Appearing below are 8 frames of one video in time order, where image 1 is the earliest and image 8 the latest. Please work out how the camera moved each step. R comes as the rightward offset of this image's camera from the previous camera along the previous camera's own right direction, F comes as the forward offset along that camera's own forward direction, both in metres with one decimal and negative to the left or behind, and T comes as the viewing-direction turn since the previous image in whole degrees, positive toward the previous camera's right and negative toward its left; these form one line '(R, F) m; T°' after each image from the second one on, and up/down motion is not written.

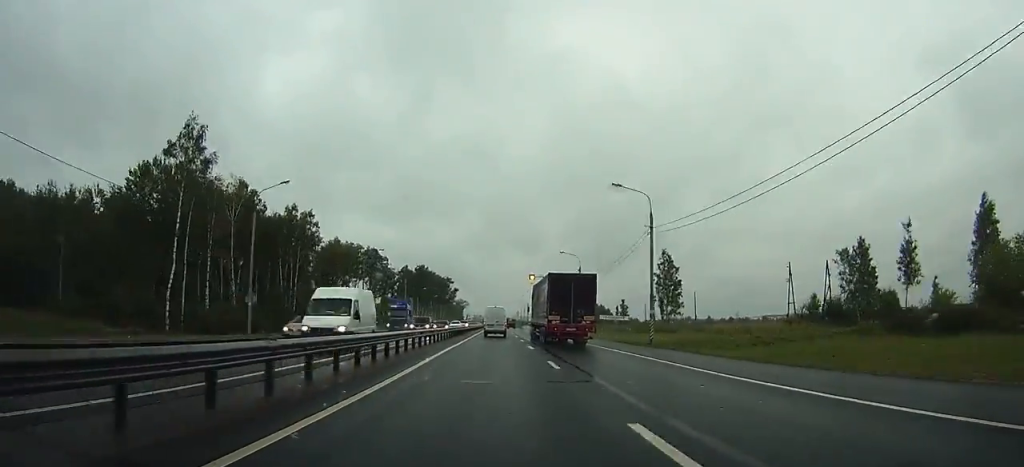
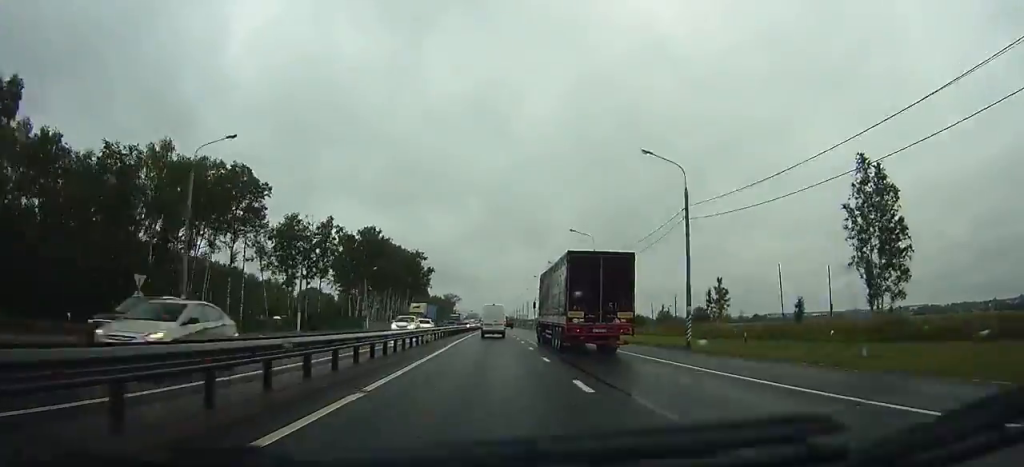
(0.0, +89.1) m; 0°
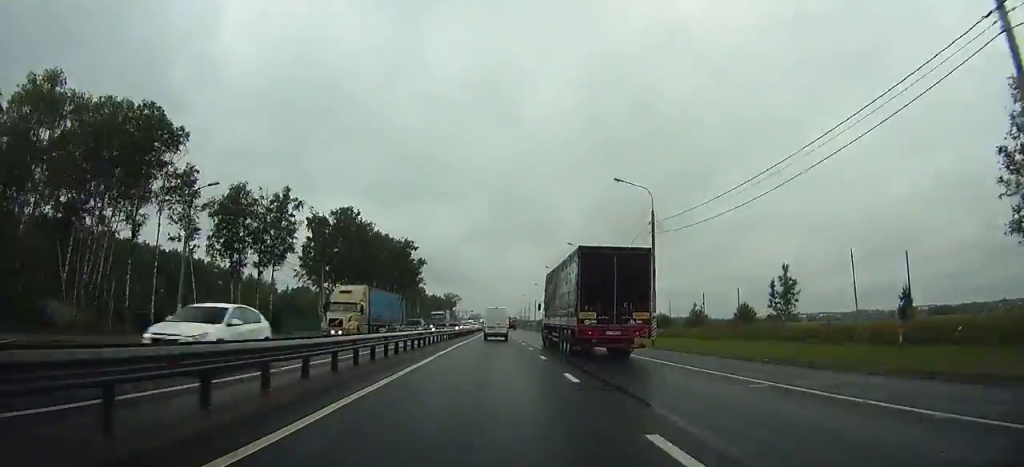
(0.0, +24.7) m; 0°
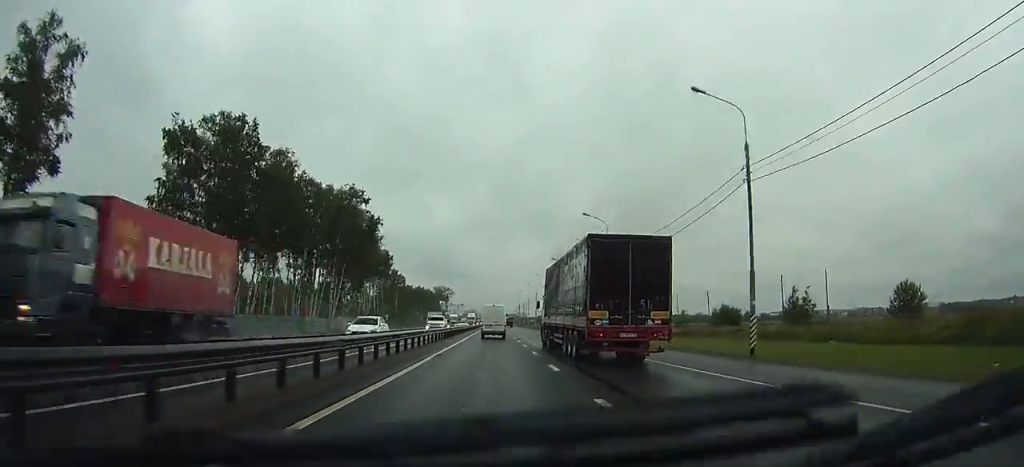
(+0.2, +47.7) m; 0°
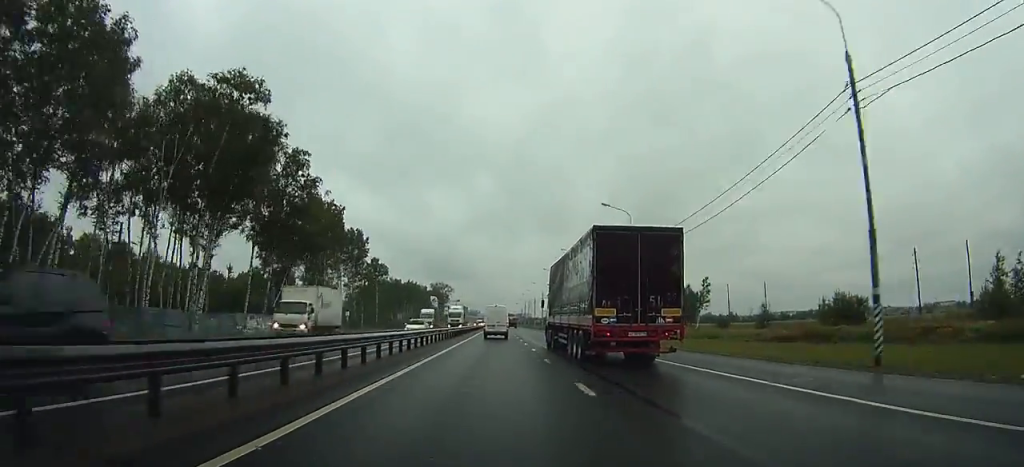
(0.0, +39.1) m; 0°
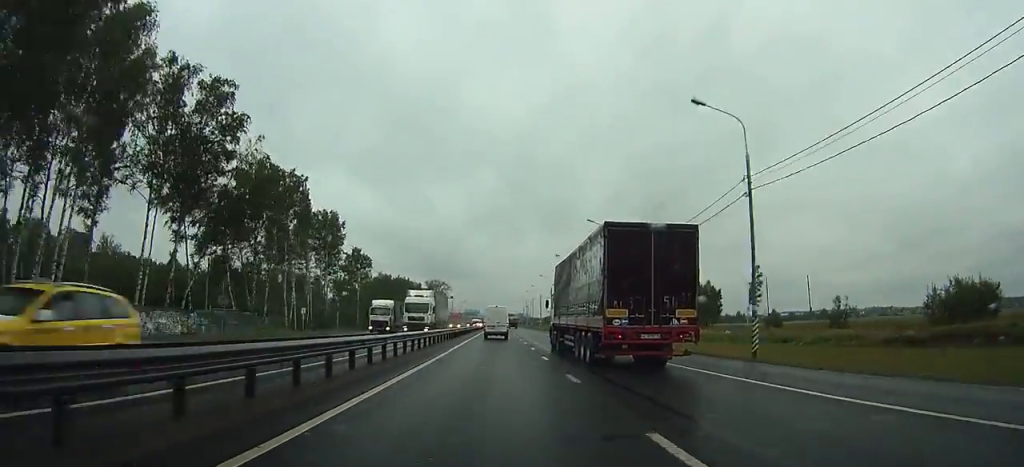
(0.0, +21.8) m; 0°
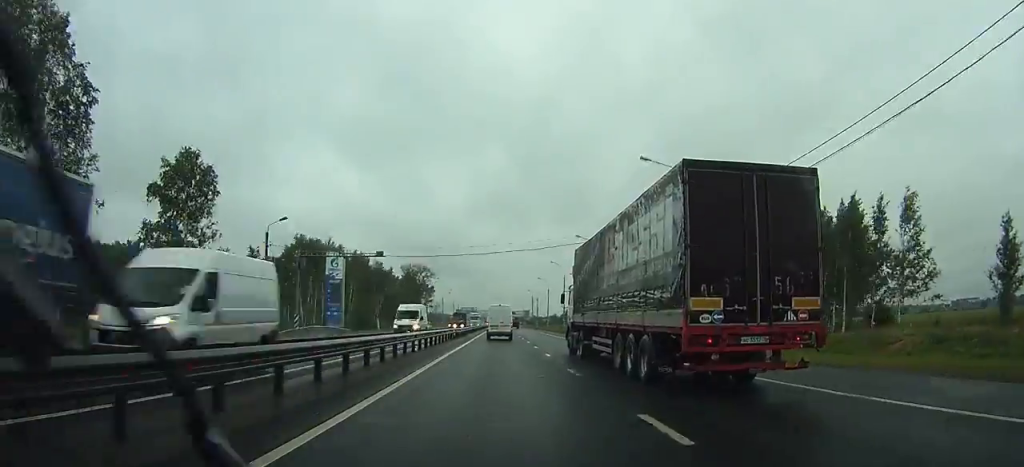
(-0.4, +77.7) m; -1°
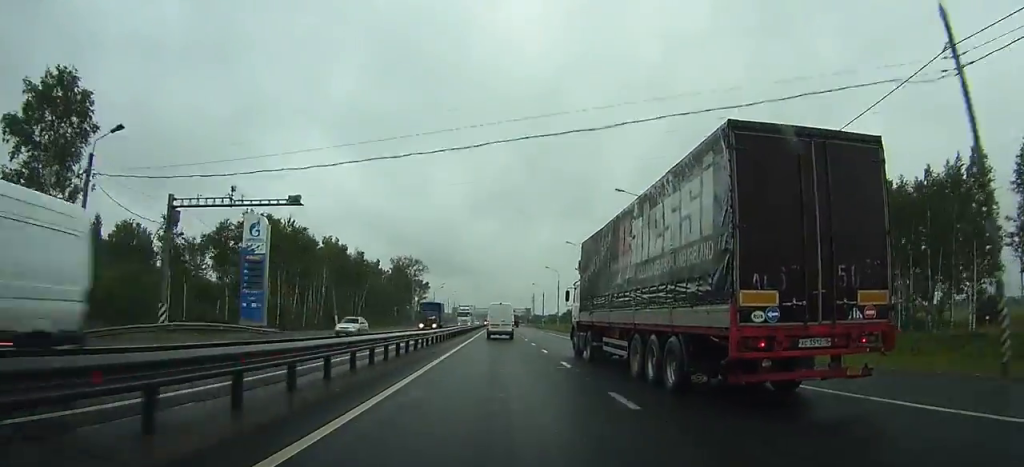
(-0.1, +21.3) m; 0°
